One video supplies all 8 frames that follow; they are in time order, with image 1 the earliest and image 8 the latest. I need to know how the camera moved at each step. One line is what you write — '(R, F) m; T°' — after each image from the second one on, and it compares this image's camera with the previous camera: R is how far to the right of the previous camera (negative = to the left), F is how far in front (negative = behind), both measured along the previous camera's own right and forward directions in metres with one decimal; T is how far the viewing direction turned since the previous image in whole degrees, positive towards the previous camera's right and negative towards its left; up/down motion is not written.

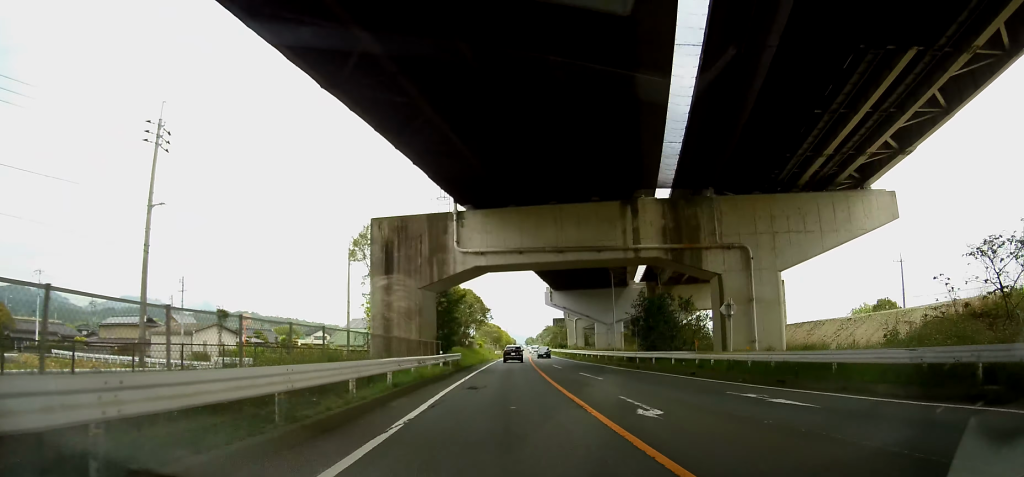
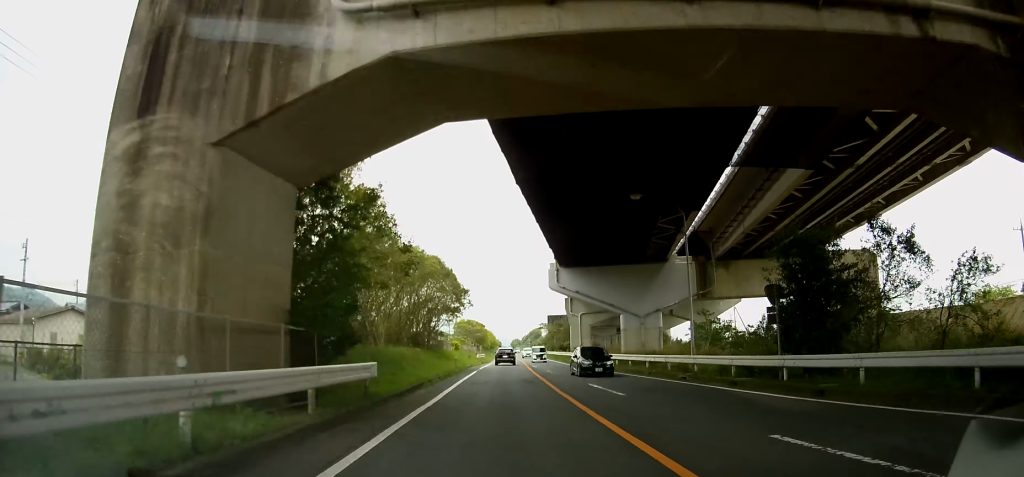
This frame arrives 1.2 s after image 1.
(+0.3, +22.7) m; +1°
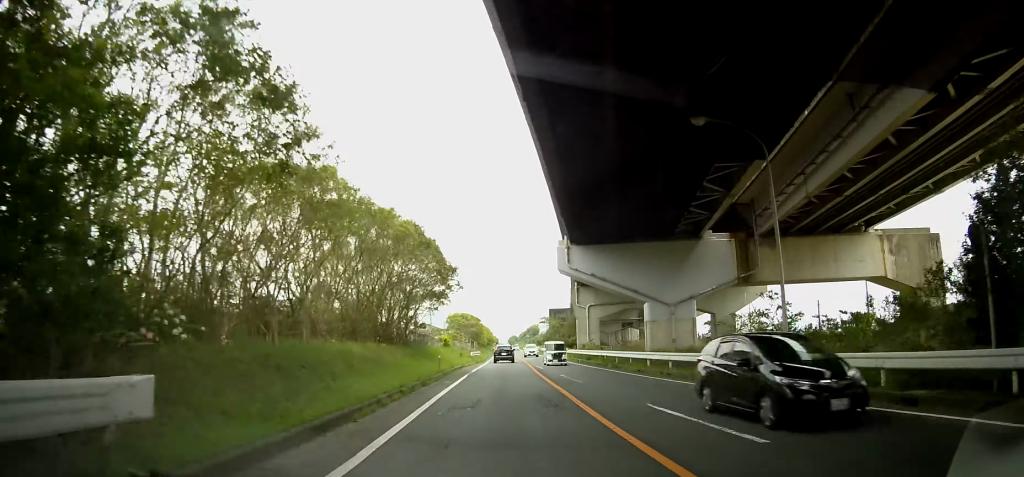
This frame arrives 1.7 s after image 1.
(0.0, +9.4) m; +1°
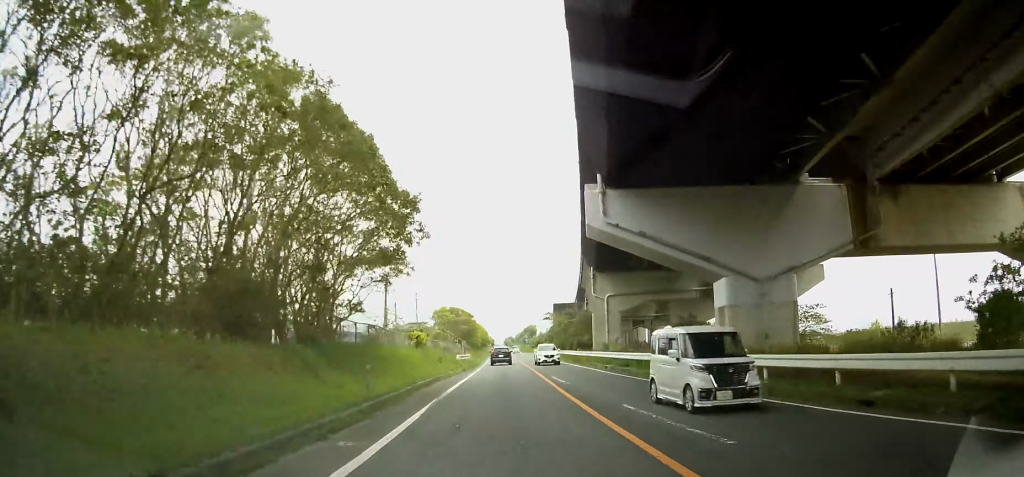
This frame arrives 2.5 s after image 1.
(+0.3, +14.9) m; +1°
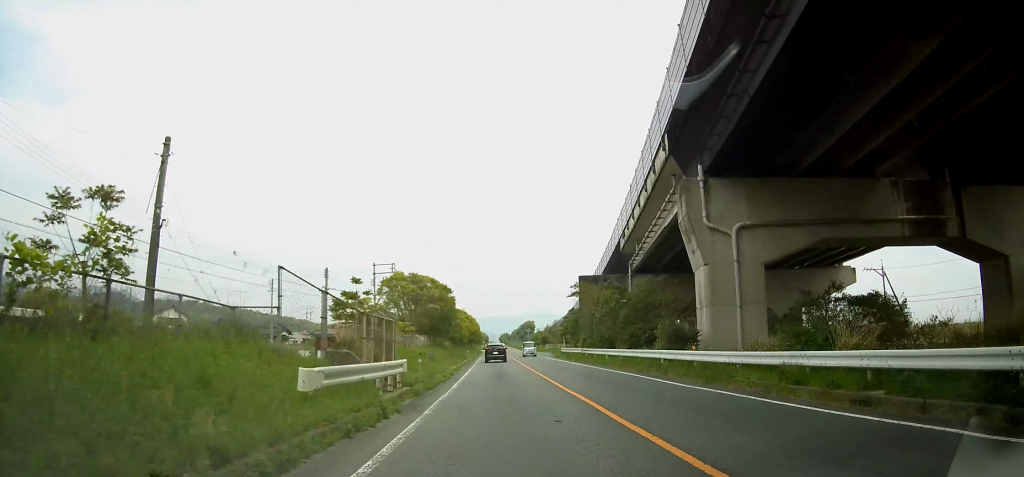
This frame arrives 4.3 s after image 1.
(+0.1, +33.0) m; 0°
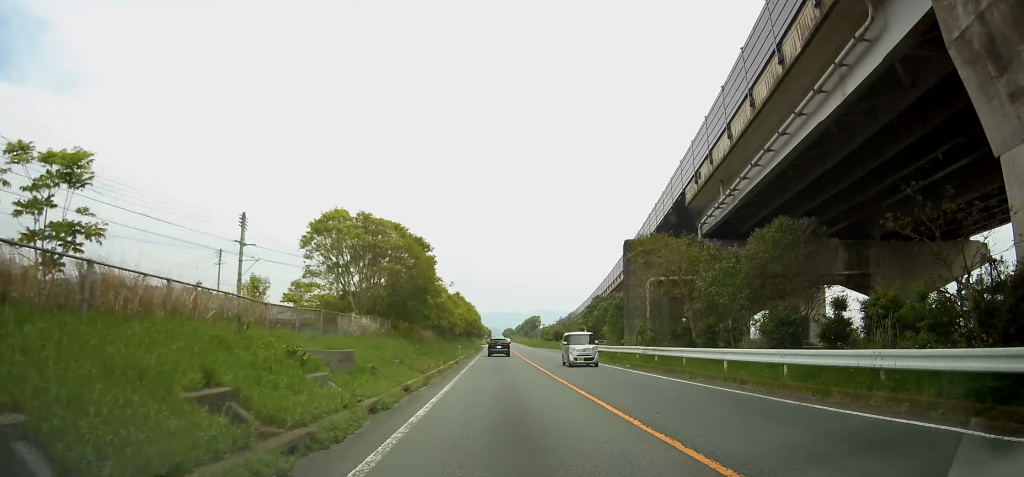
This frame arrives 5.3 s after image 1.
(0.0, +19.2) m; 0°
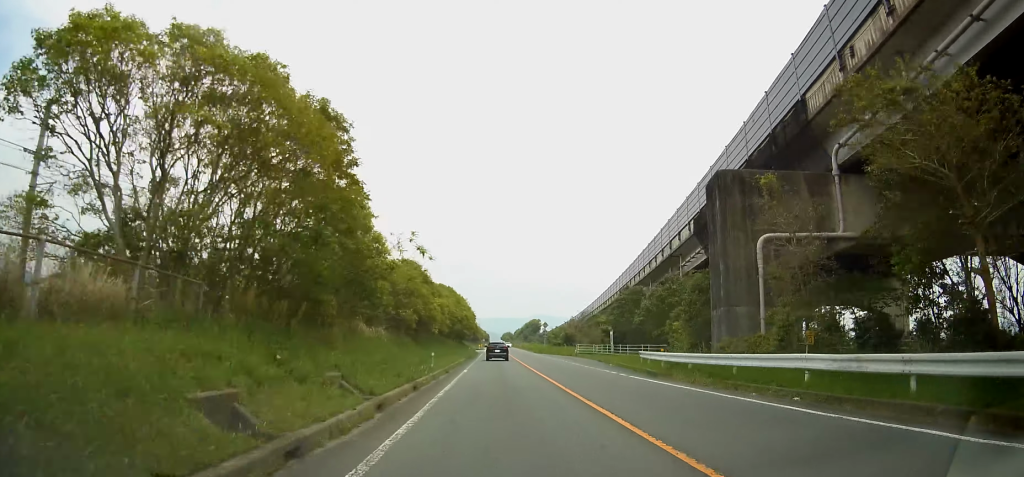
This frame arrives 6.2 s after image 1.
(0.0, +17.1) m; 0°
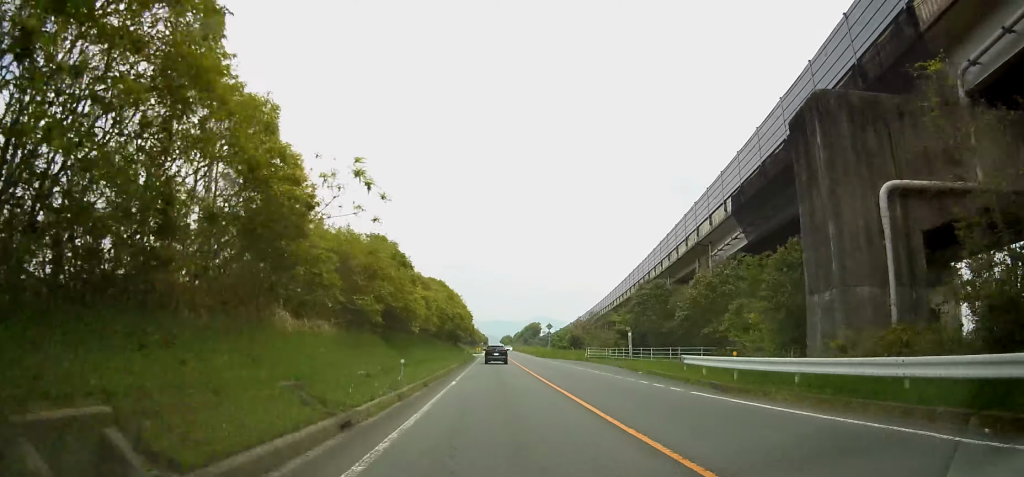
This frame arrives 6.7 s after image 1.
(0.0, +7.9) m; 0°
